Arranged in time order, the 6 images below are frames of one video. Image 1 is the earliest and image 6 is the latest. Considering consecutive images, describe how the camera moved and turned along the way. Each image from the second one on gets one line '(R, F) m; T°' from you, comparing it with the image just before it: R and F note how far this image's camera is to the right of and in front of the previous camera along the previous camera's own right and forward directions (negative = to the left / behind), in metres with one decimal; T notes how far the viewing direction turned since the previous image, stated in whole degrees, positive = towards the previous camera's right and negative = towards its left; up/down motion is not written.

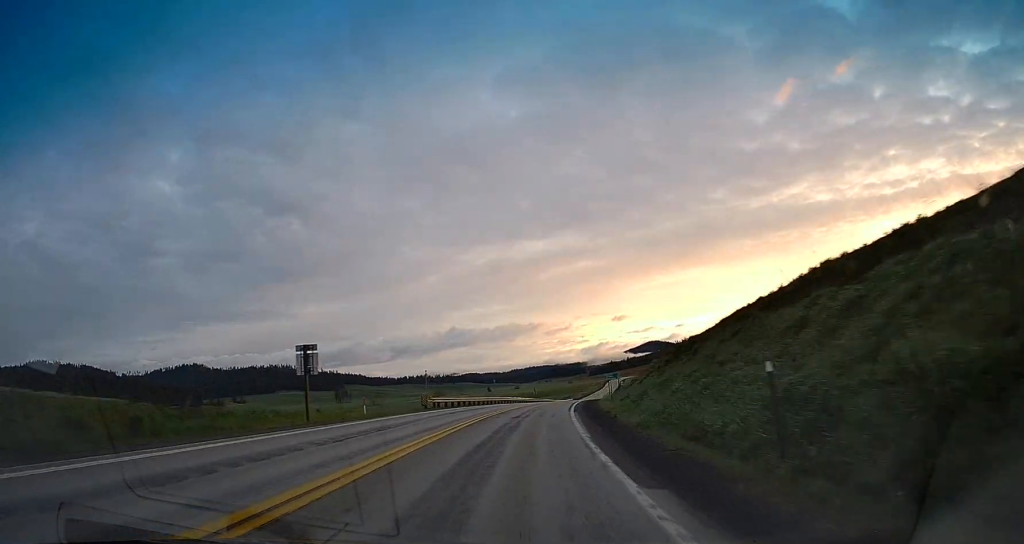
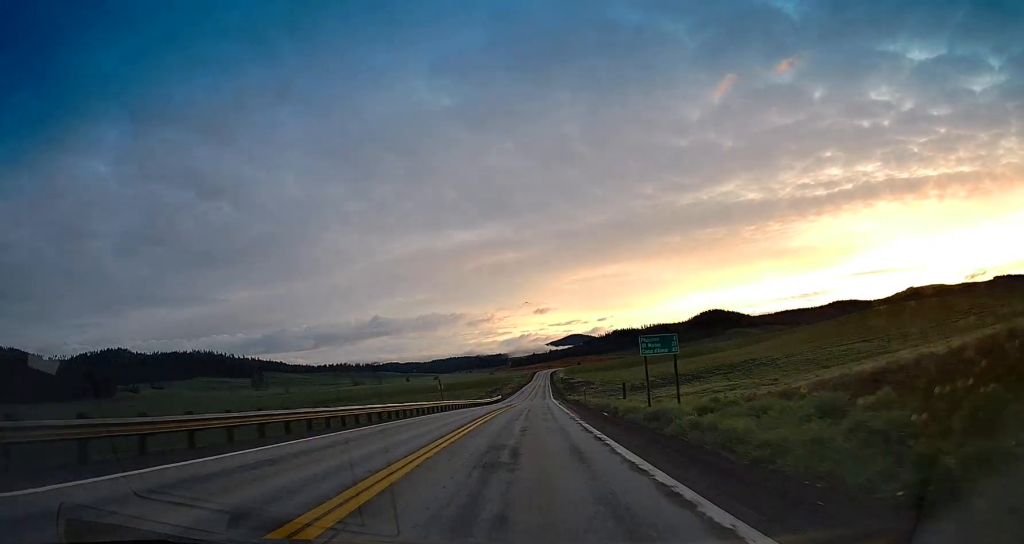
(+2.3, +52.1) m; +7°
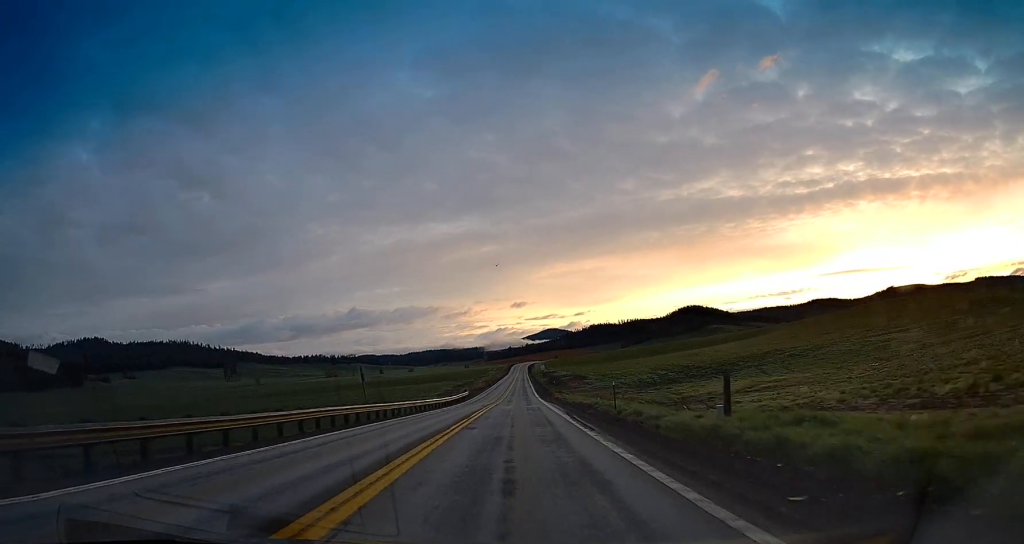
(+1.0, +26.3) m; +4°
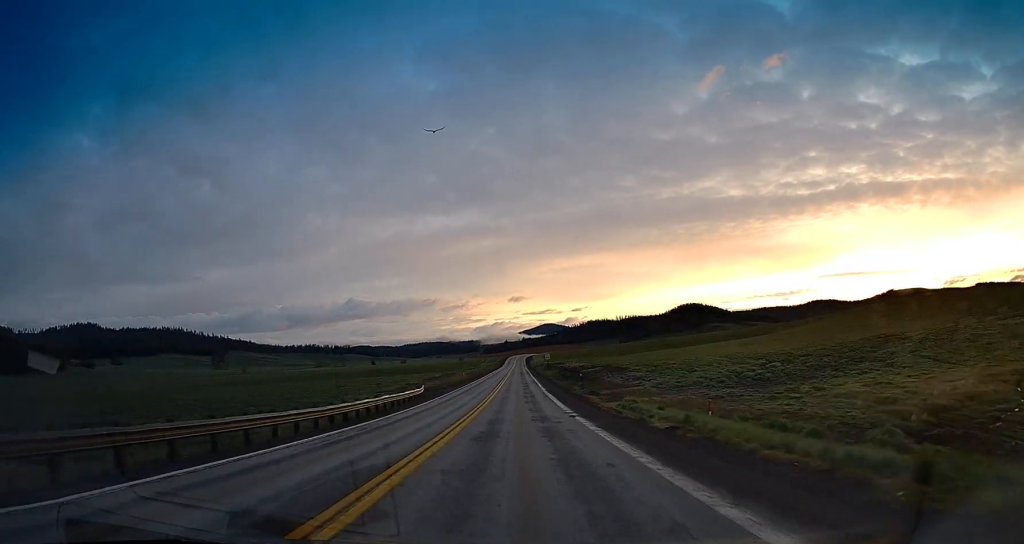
(+1.3, +38.9) m; +3°
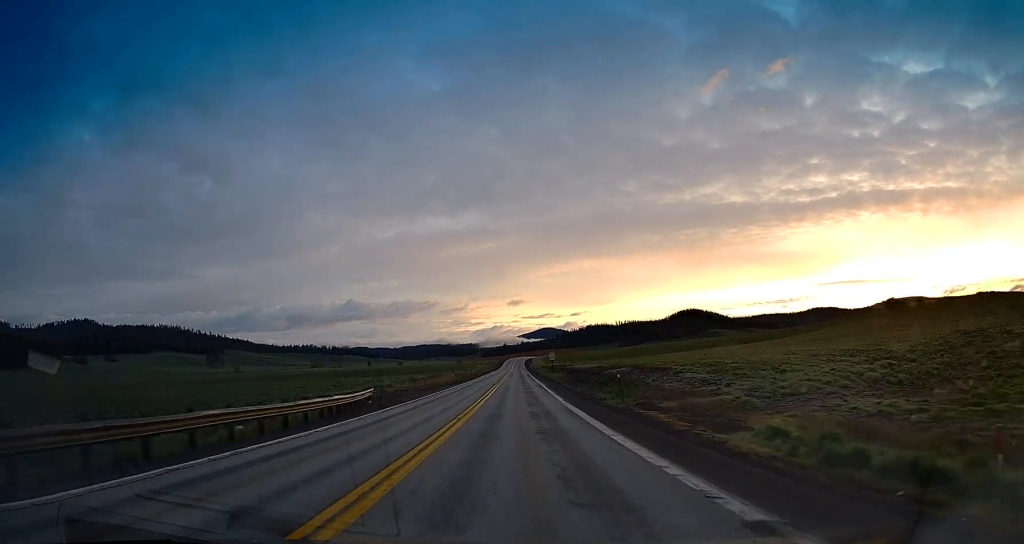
(0.0, +18.2) m; +1°
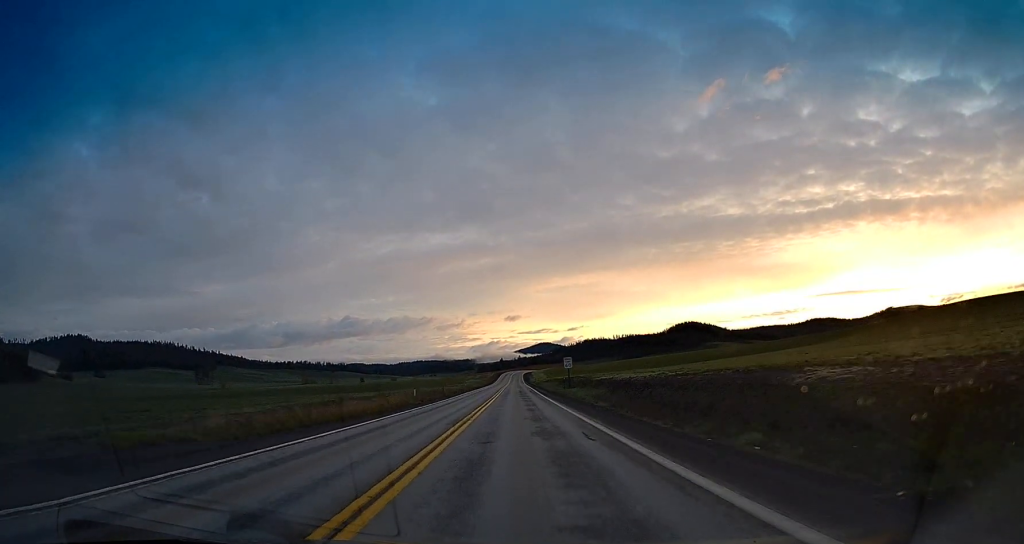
(+0.9, +35.9) m; +1°
